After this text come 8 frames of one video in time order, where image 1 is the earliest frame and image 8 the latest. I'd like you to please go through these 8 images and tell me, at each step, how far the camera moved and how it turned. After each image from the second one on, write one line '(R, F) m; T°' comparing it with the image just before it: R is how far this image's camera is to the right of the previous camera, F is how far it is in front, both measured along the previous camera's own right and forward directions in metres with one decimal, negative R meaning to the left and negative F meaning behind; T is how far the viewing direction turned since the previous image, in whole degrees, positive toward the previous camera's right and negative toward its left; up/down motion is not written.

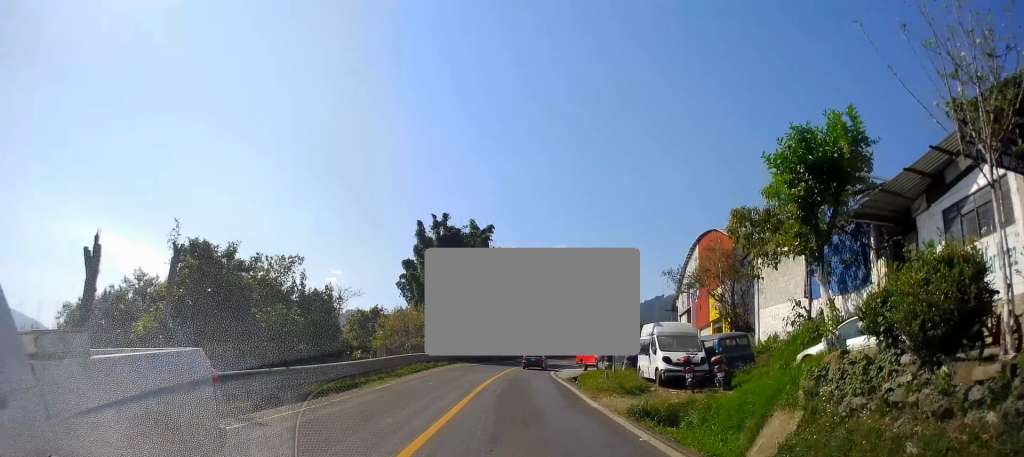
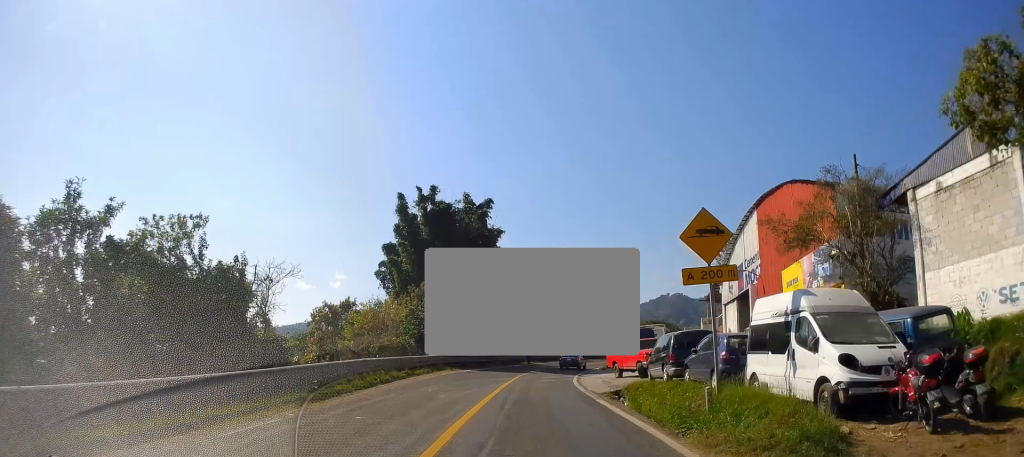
(+0.1, +12.3) m; -1°
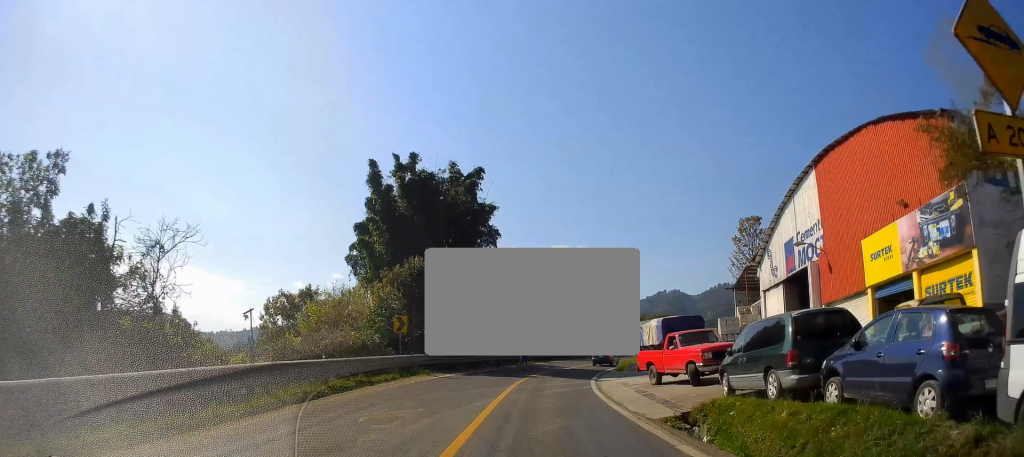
(-0.5, +8.7) m; 0°
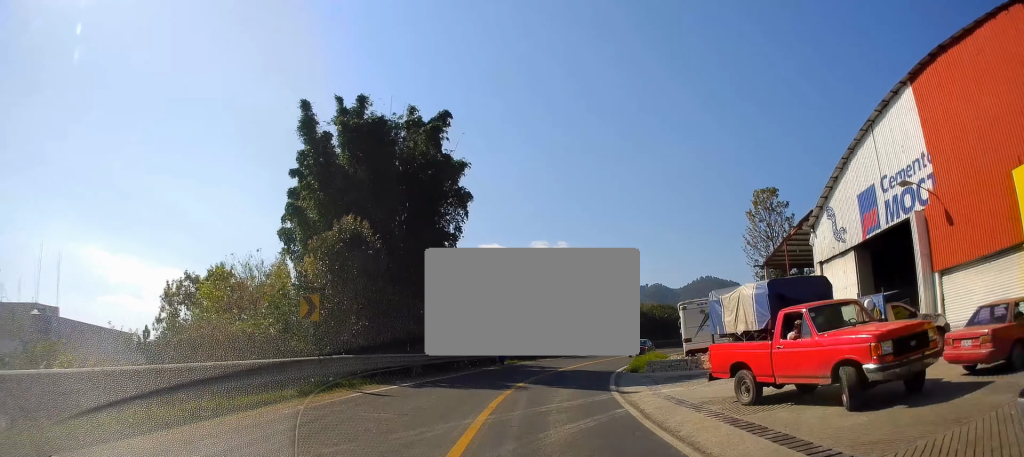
(+0.2, +10.2) m; +2°
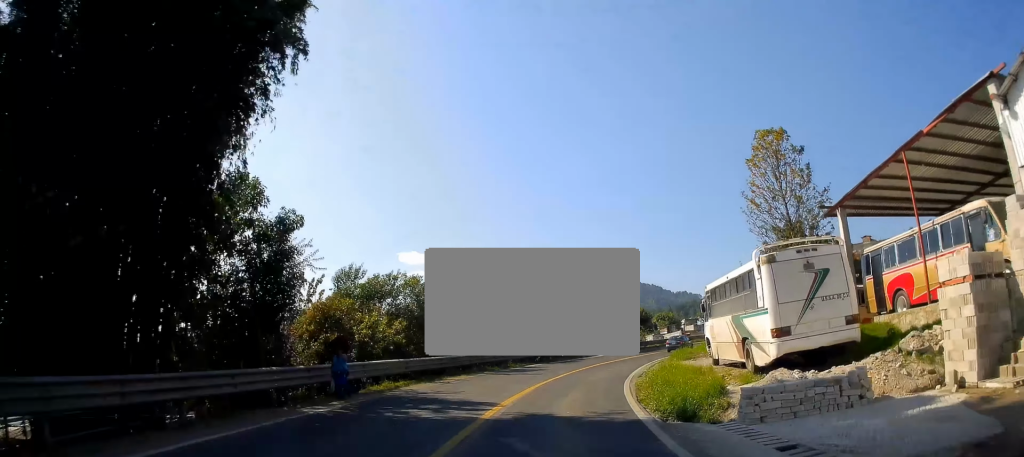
(+1.0, +18.7) m; +7°
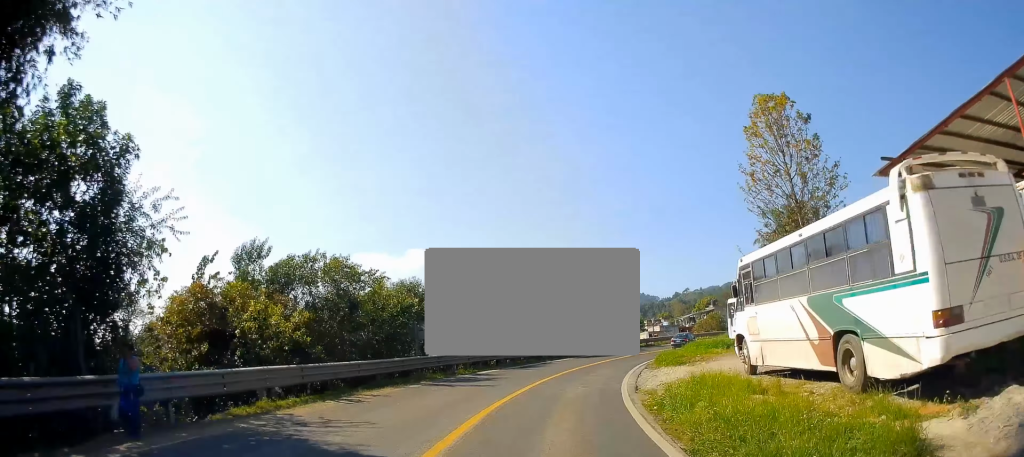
(+0.2, +6.6) m; +3°
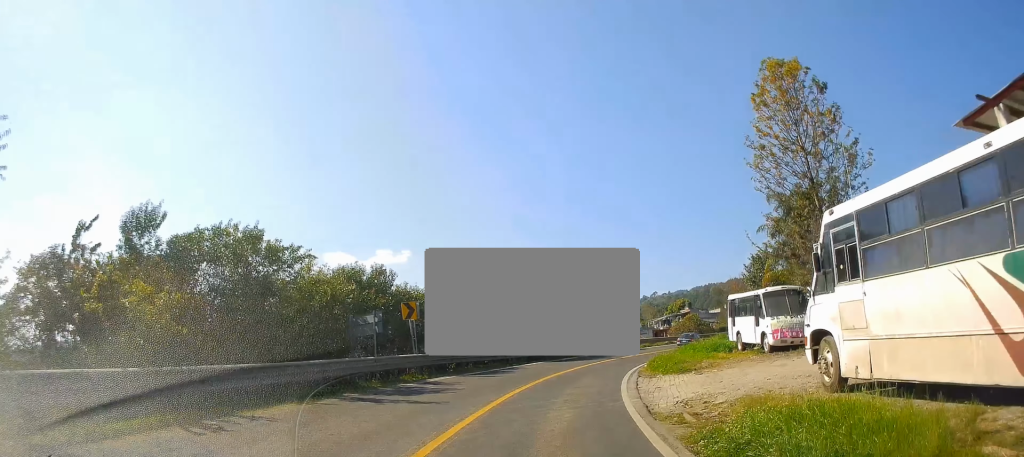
(+0.1, +5.4) m; +3°
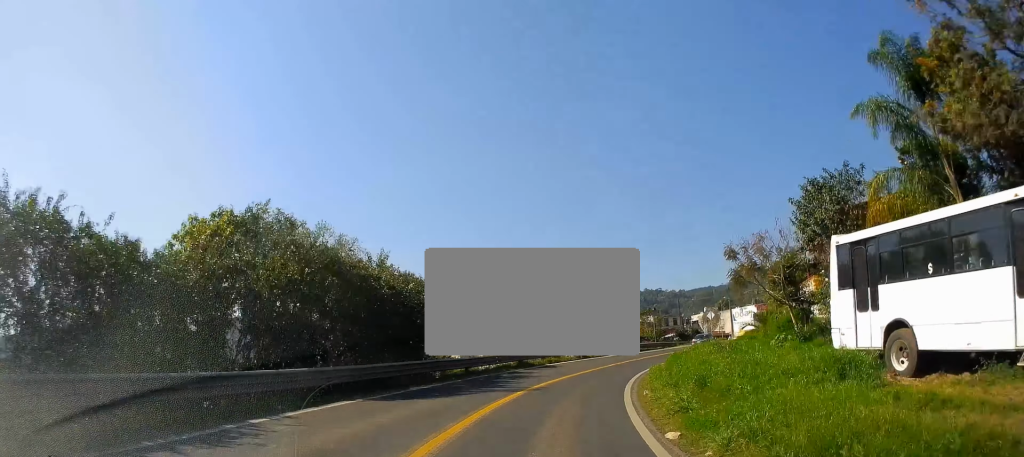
(+1.5, +18.3) m; +9°
